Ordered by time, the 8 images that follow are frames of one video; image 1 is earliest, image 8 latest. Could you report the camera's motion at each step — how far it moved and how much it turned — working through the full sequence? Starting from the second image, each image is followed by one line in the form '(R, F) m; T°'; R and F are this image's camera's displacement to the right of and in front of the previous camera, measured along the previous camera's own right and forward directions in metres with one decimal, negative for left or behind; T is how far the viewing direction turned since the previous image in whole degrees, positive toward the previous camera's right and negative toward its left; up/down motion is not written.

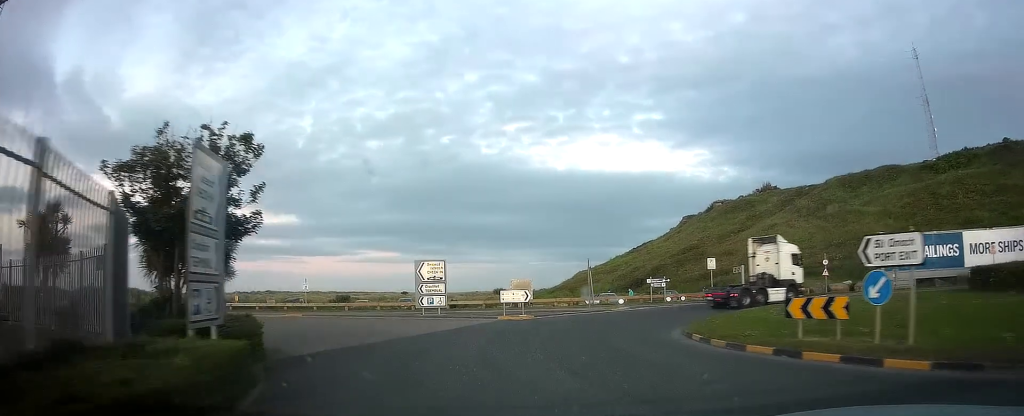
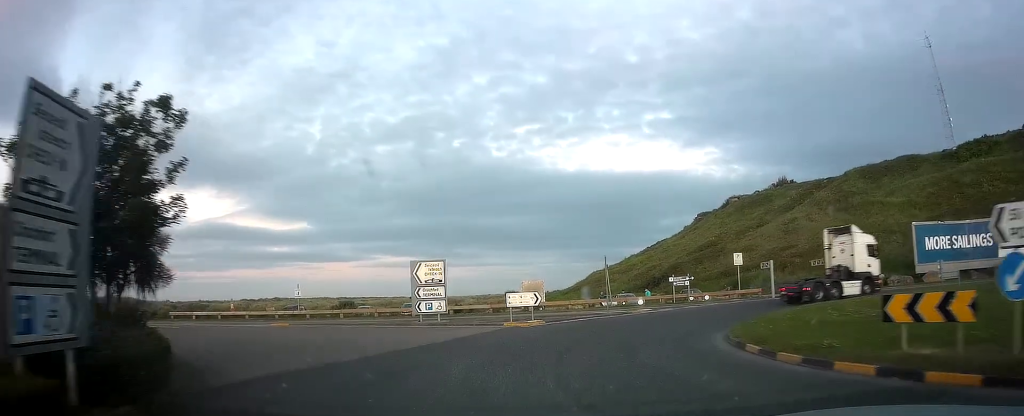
(0.0, +3.5) m; 0°
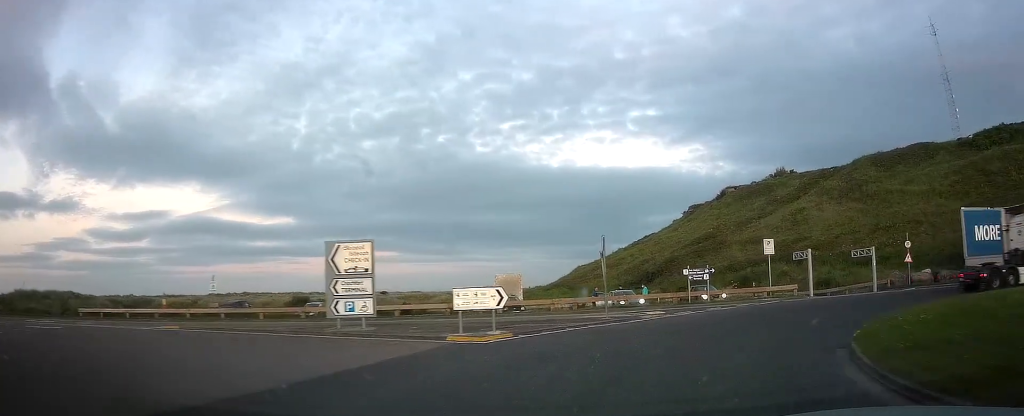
(-0.1, +8.5) m; +4°
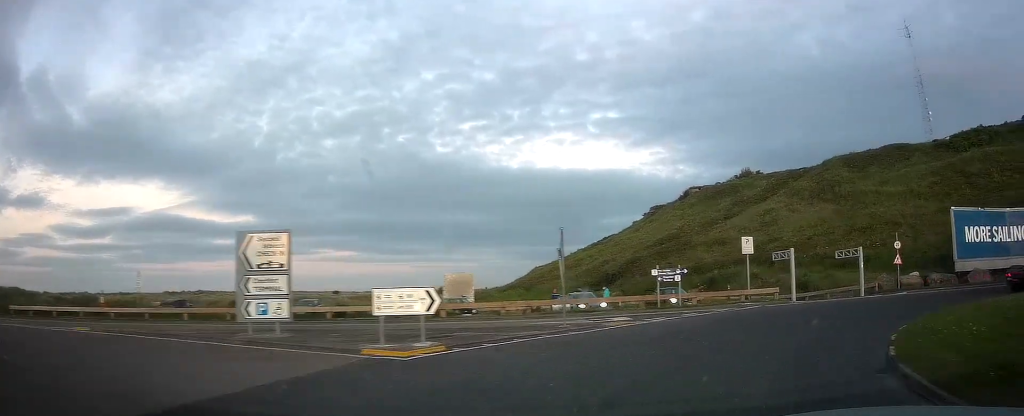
(-0.1, +3.2) m; +4°
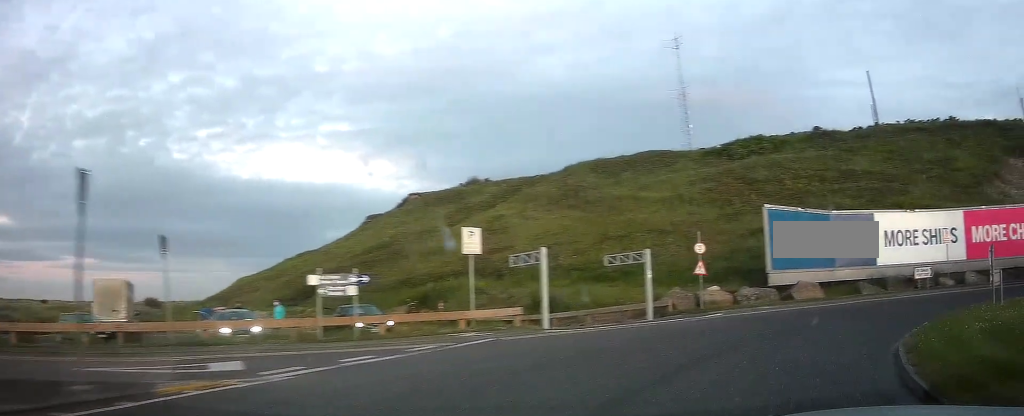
(+1.8, +9.3) m; +24°
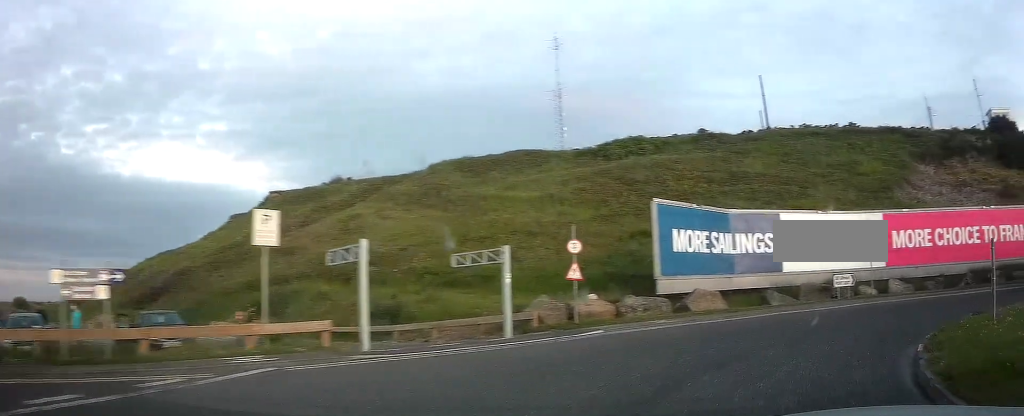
(+0.3, +4.3) m; +15°
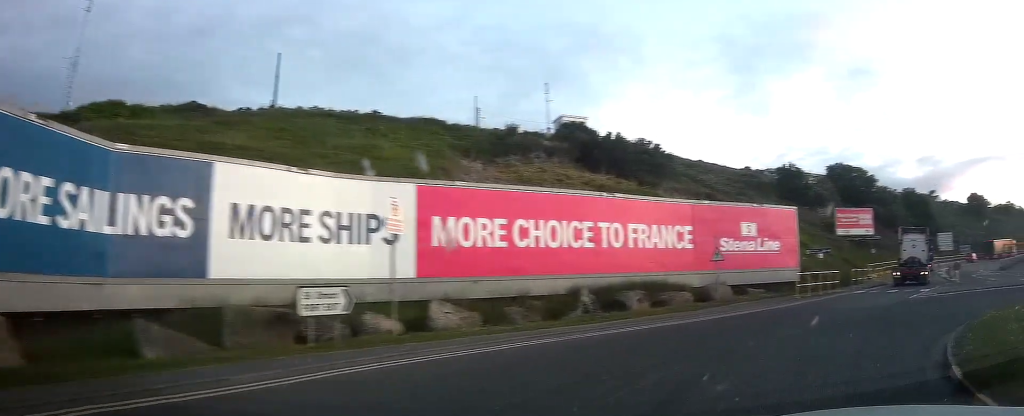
(+6.4, +13.8) m; +44°
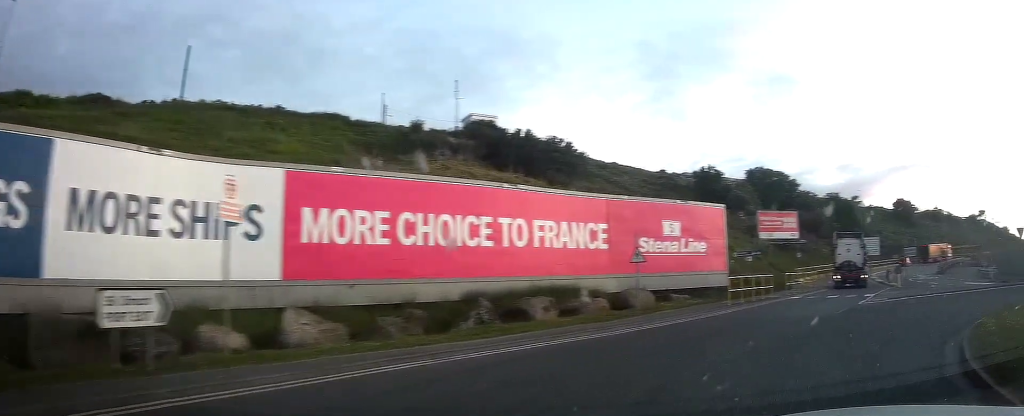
(-0.3, +3.3) m; +9°
